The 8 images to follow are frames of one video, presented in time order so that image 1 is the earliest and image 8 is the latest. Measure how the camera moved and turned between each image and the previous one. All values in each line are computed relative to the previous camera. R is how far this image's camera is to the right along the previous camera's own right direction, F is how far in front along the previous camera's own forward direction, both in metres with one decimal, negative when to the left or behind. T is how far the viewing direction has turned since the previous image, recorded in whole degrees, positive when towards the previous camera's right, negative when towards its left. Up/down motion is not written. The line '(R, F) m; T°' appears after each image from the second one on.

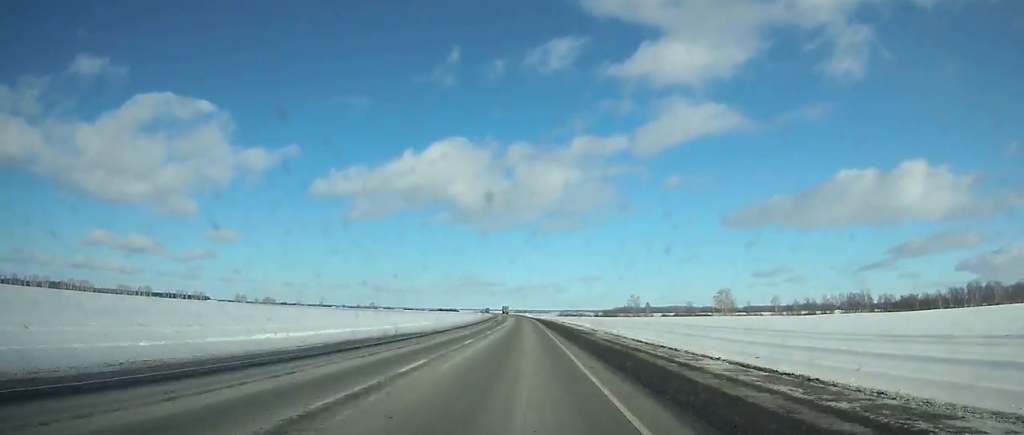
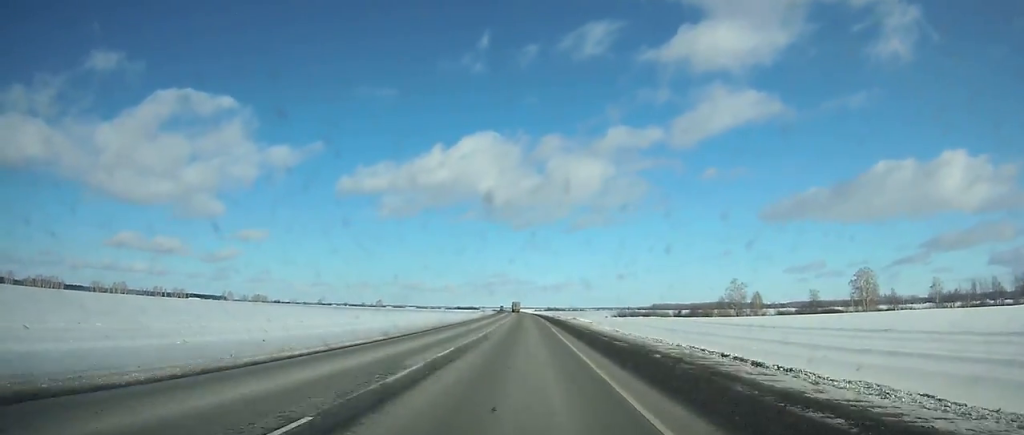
(-4.0, +153.8) m; -2°
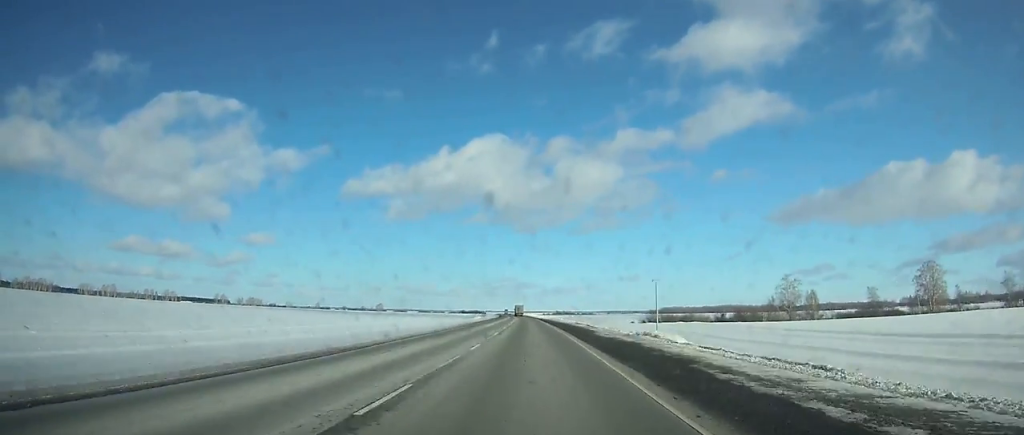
(-0.1, +44.1) m; -1°
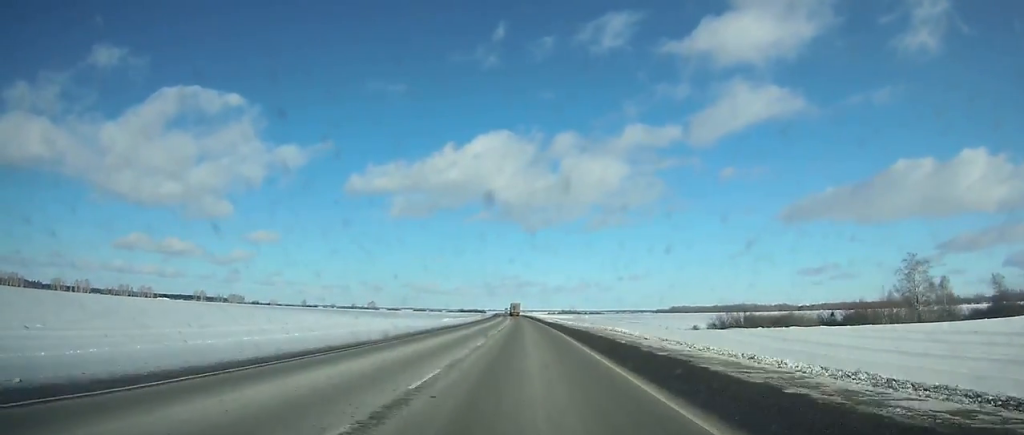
(-0.7, +64.6) m; -1°
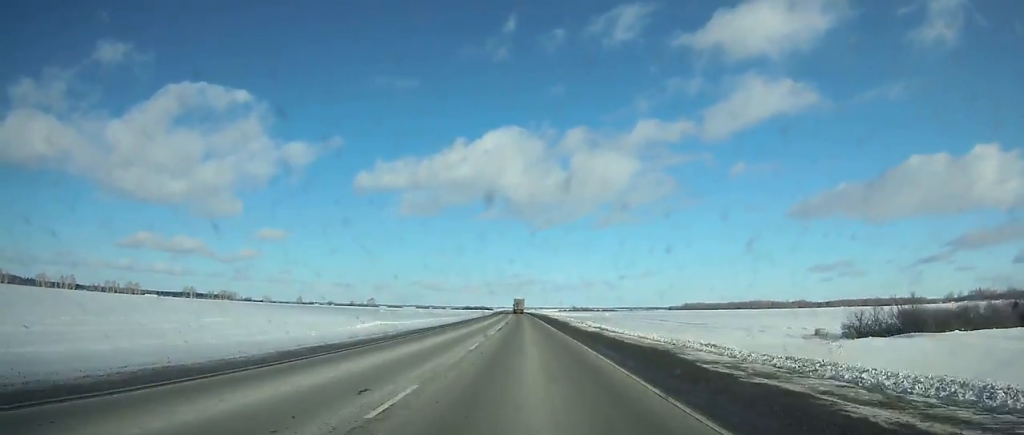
(-0.2, +47.2) m; -1°
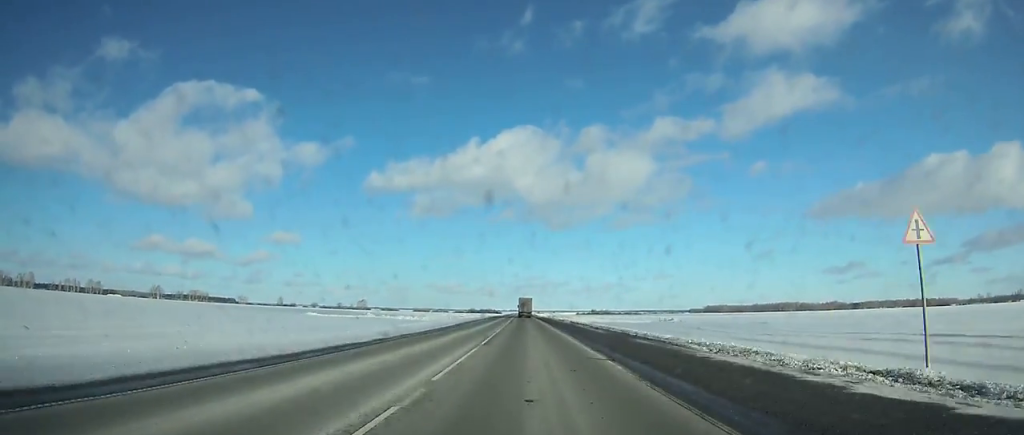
(-1.1, +98.7) m; -1°
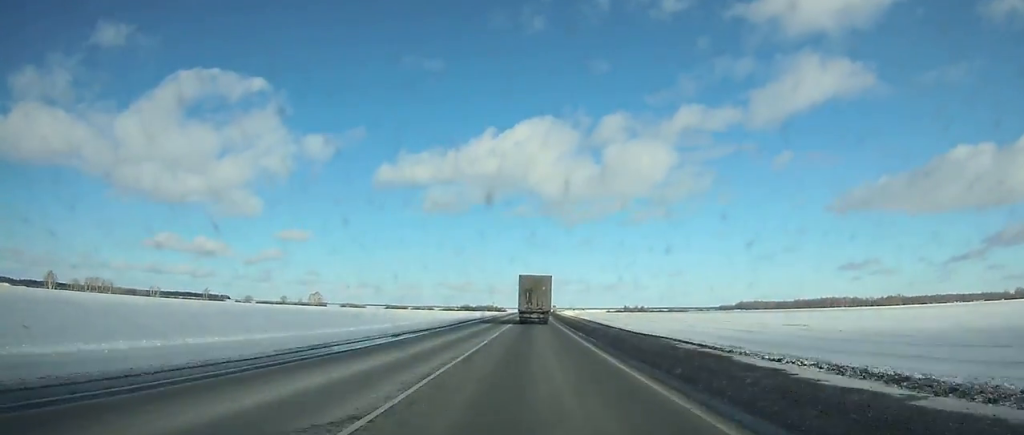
(-2.5, +191.2) m; -1°
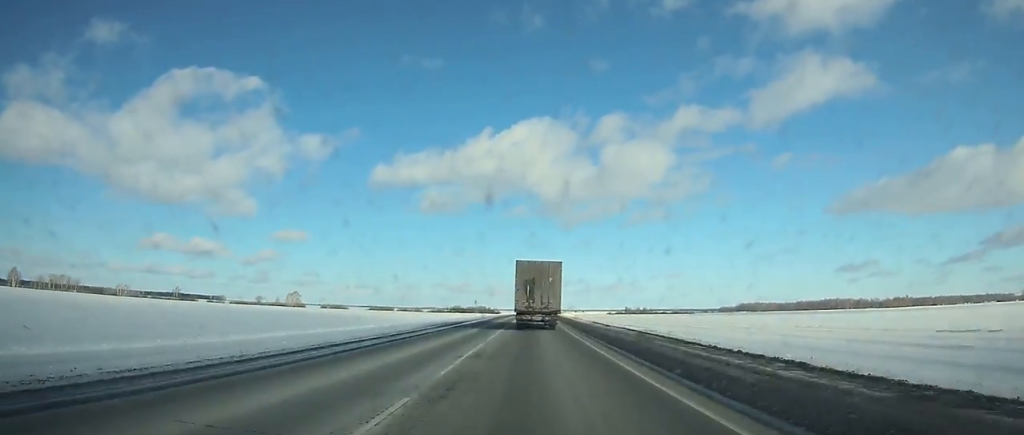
(+0.1, +40.8) m; 0°
